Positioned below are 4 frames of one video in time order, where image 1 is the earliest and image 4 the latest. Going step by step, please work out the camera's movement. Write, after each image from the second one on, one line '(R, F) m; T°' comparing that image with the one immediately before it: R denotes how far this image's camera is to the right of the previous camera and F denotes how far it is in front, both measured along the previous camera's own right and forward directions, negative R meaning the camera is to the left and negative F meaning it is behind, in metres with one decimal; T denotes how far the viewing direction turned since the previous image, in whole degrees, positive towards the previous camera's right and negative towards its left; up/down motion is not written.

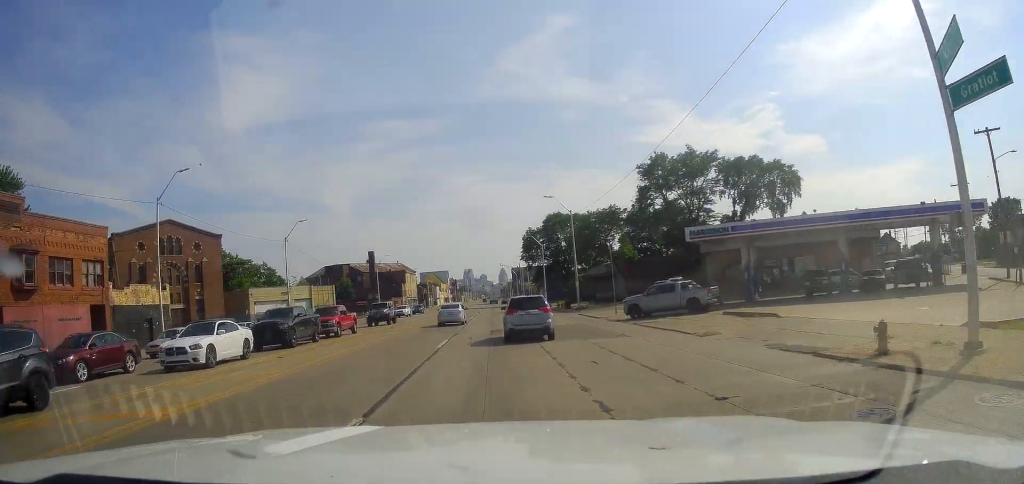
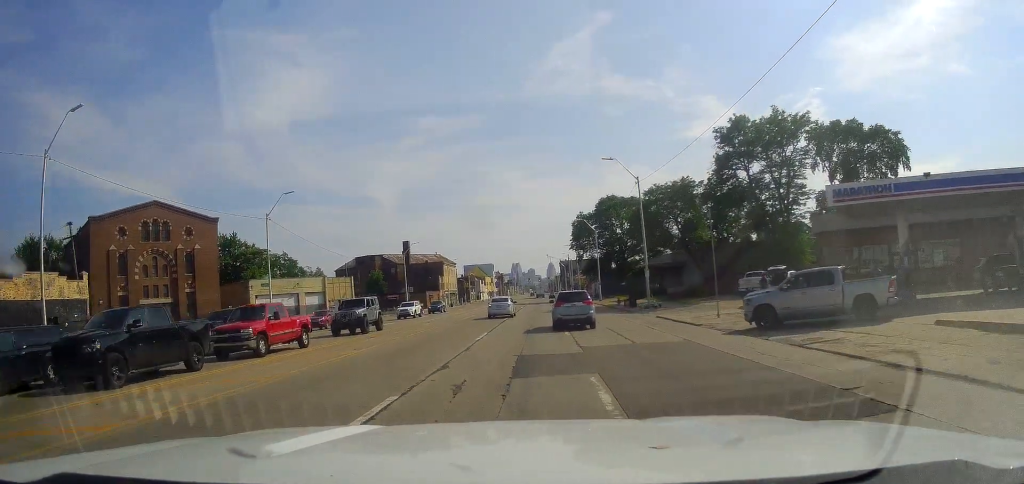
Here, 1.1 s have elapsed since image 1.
(-0.3, +15.1) m; -6°
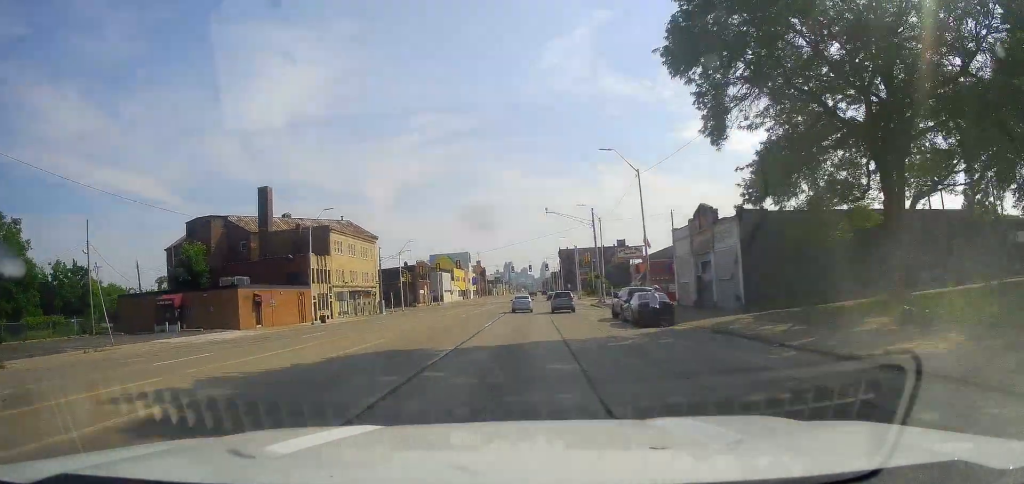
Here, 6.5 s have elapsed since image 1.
(+2.2, +86.2) m; +3°
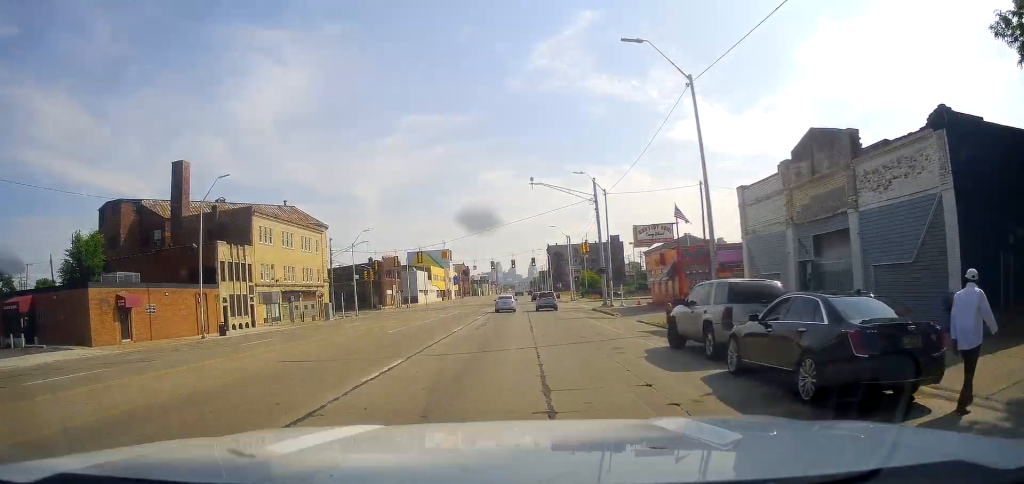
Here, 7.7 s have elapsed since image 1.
(-0.3, +18.9) m; 0°
